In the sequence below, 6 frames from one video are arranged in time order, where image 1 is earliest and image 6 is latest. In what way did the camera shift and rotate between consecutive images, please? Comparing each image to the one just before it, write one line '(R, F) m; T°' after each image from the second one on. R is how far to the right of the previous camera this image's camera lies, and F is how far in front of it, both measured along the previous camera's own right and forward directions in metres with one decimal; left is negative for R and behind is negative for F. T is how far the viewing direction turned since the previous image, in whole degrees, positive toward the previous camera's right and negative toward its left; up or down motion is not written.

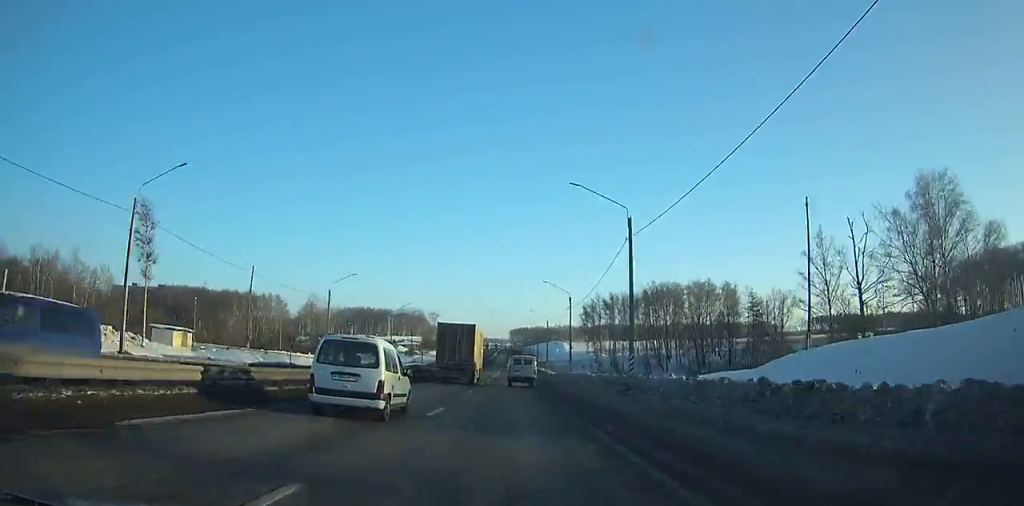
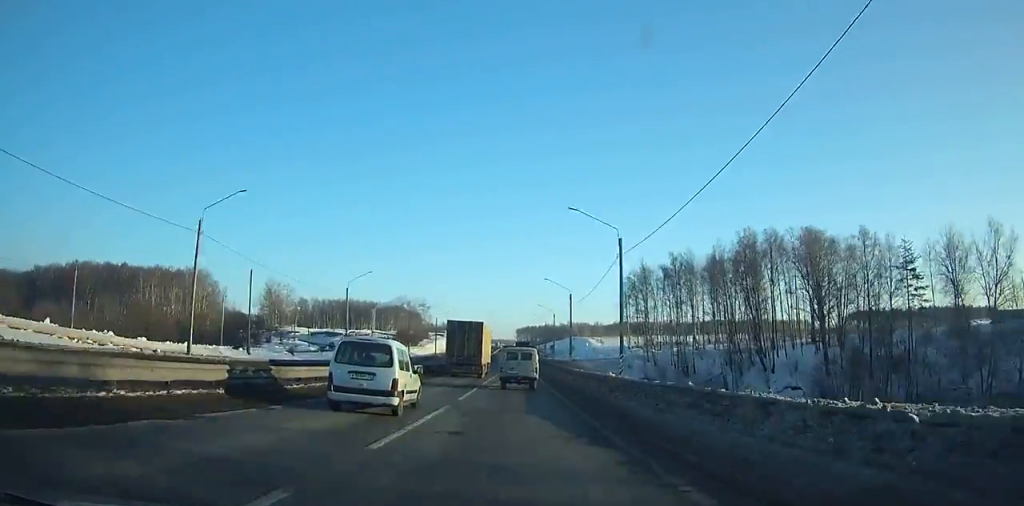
(-0.3, +65.5) m; 0°
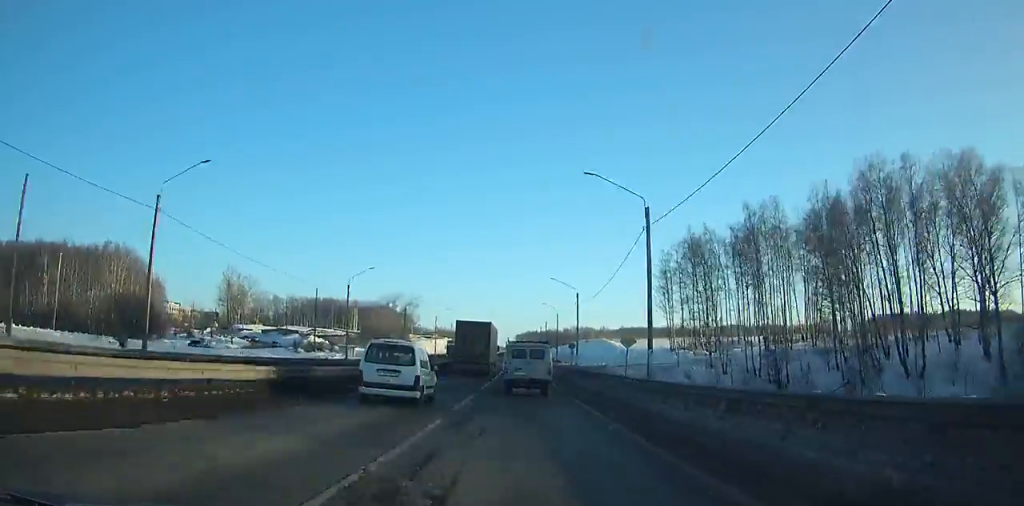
(-0.3, +39.6) m; 0°
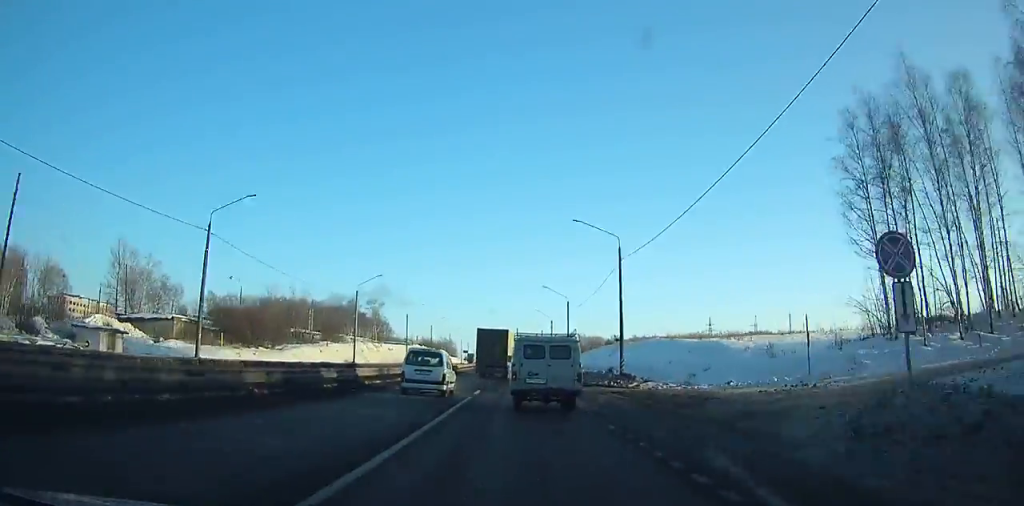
(+0.6, +68.5) m; 0°
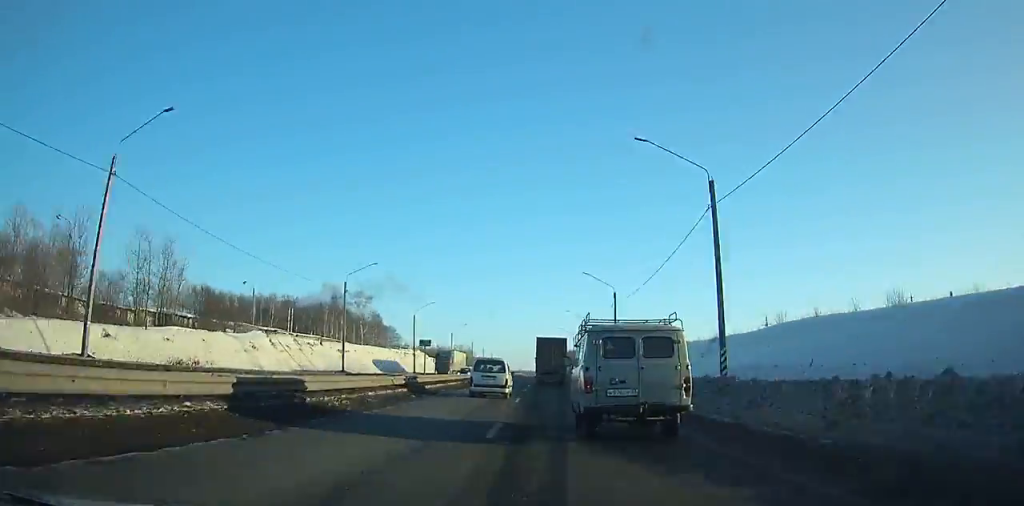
(-0.6, +52.9) m; 0°
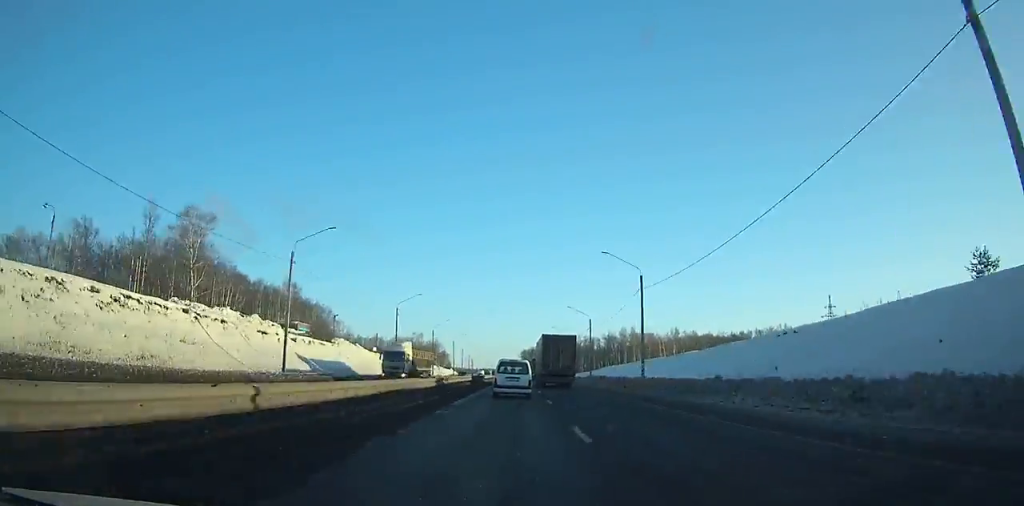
(+0.3, +84.8) m; +1°
